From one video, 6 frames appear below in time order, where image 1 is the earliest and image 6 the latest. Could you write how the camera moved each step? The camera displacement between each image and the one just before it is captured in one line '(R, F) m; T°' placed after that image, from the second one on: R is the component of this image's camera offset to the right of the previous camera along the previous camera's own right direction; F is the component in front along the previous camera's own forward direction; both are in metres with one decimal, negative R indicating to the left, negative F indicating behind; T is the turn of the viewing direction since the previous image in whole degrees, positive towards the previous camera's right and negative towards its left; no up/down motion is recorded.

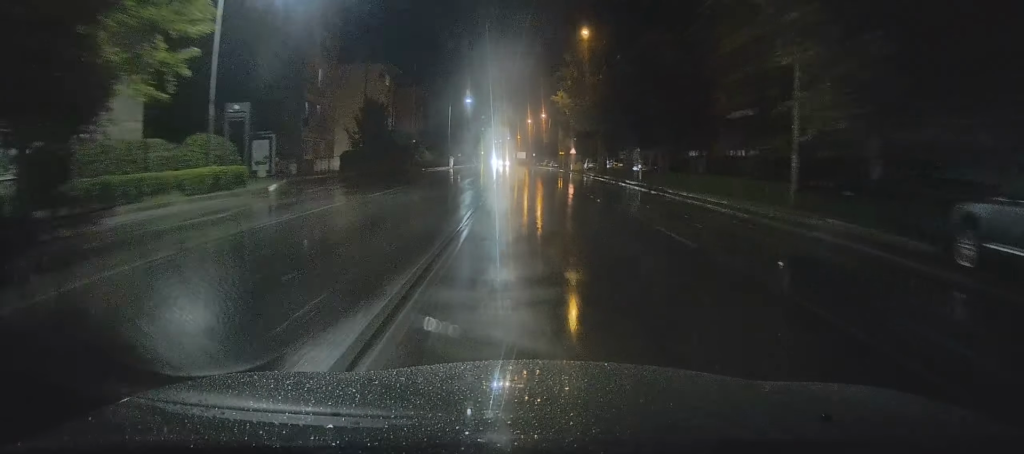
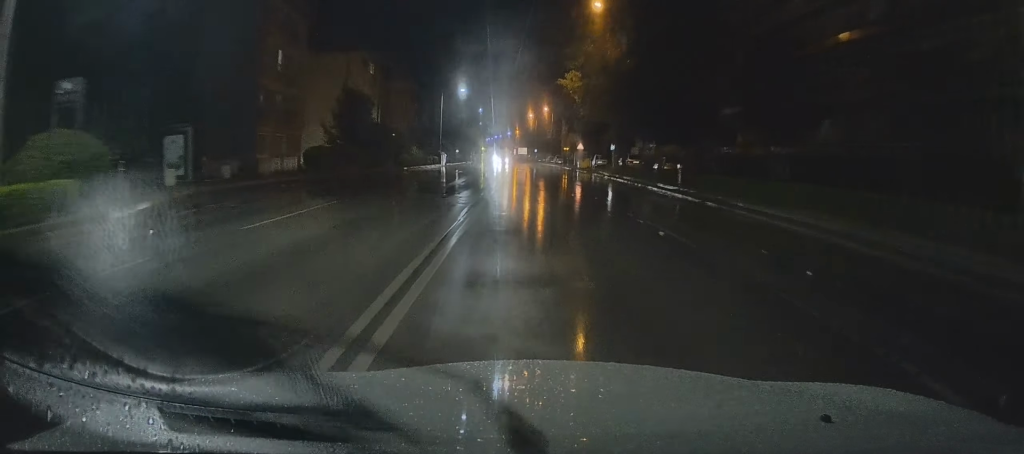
(0.0, +9.4) m; 0°
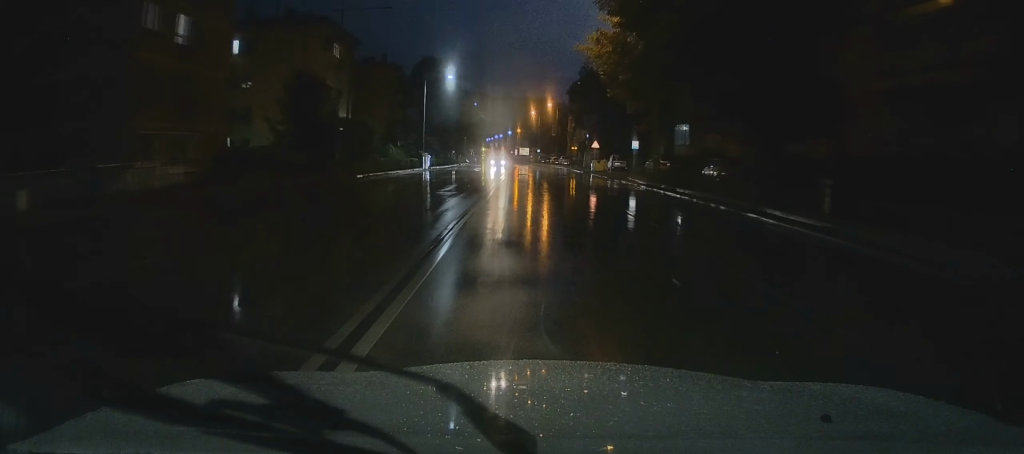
(0.0, +14.4) m; 0°
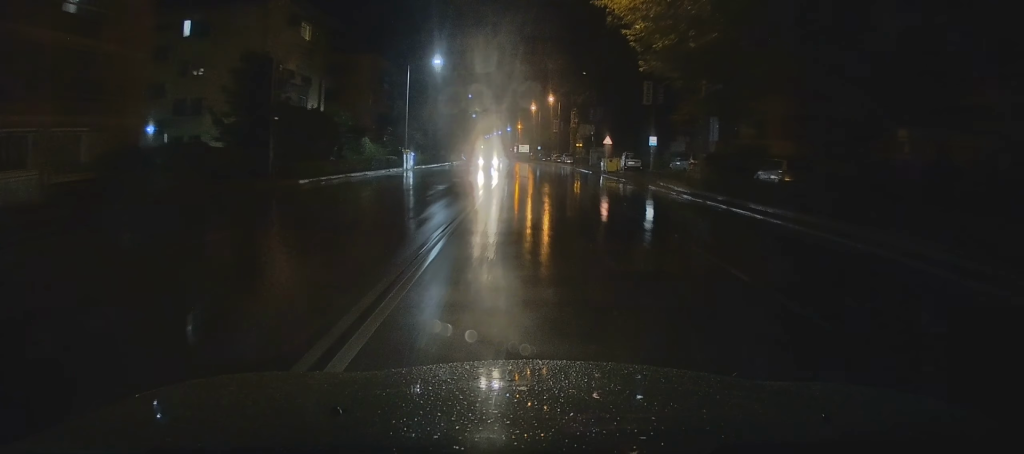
(0.0, +9.2) m; 0°
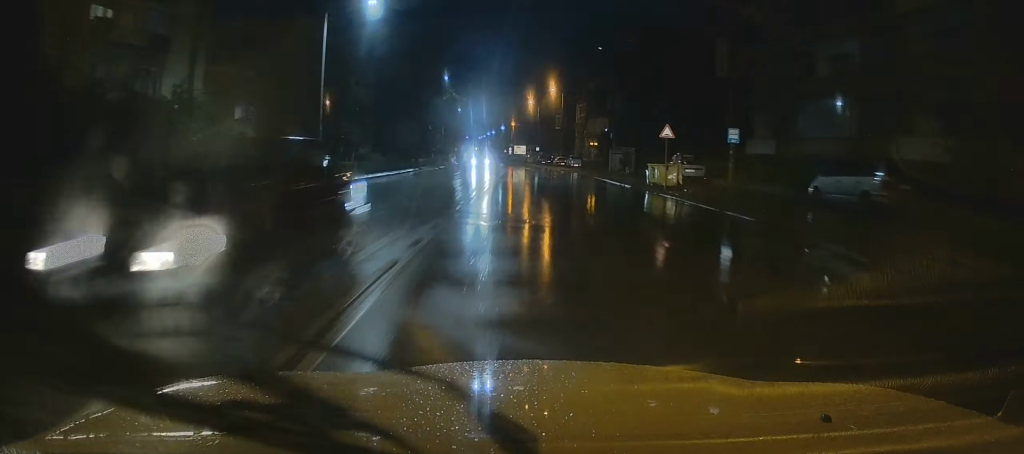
(+0.1, +22.3) m; +1°
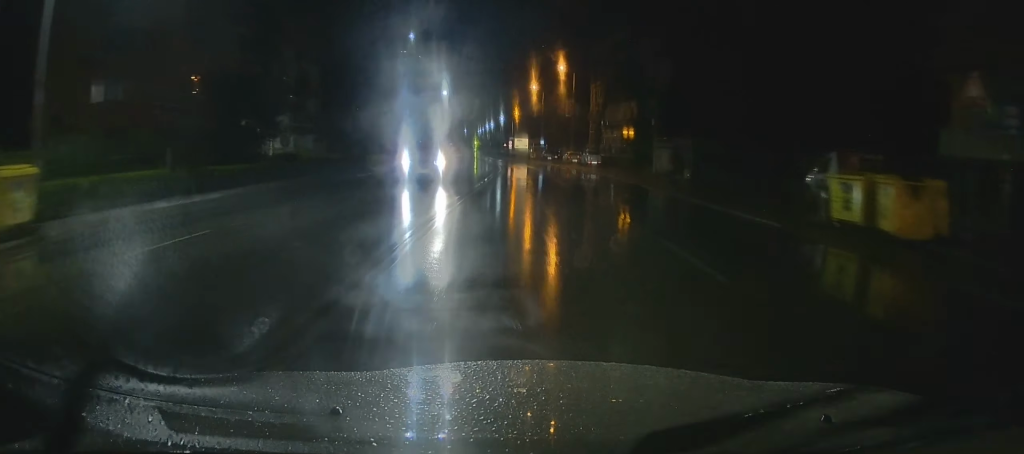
(-0.3, +20.4) m; -1°
